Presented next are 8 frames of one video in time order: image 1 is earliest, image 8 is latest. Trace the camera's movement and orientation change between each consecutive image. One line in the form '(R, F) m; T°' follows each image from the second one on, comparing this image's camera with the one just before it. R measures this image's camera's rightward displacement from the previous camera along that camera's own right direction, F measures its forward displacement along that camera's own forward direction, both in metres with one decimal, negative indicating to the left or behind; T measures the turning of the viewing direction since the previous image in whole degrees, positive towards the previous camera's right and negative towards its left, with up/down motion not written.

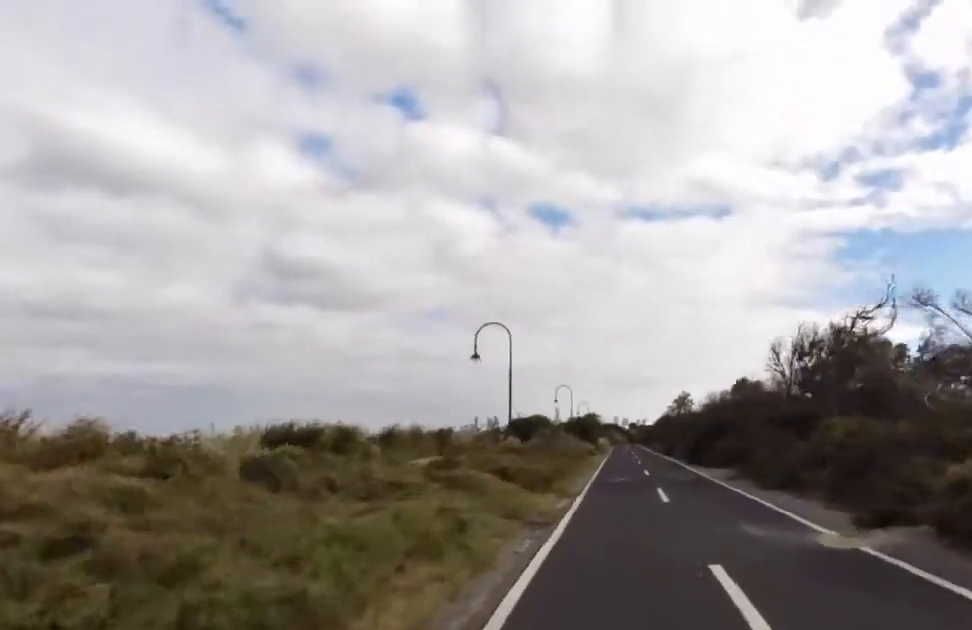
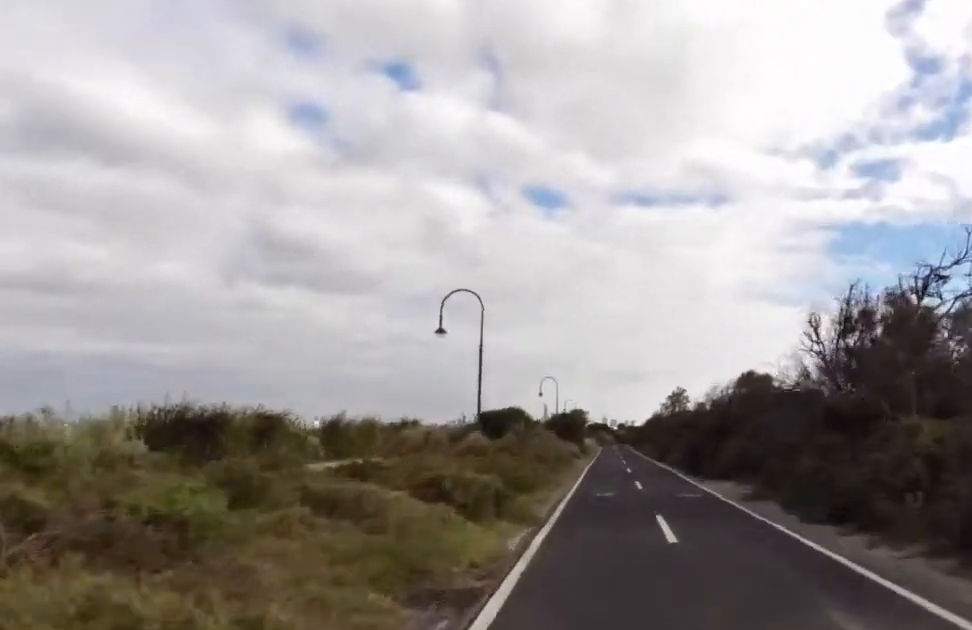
(+0.1, +4.0) m; -3°
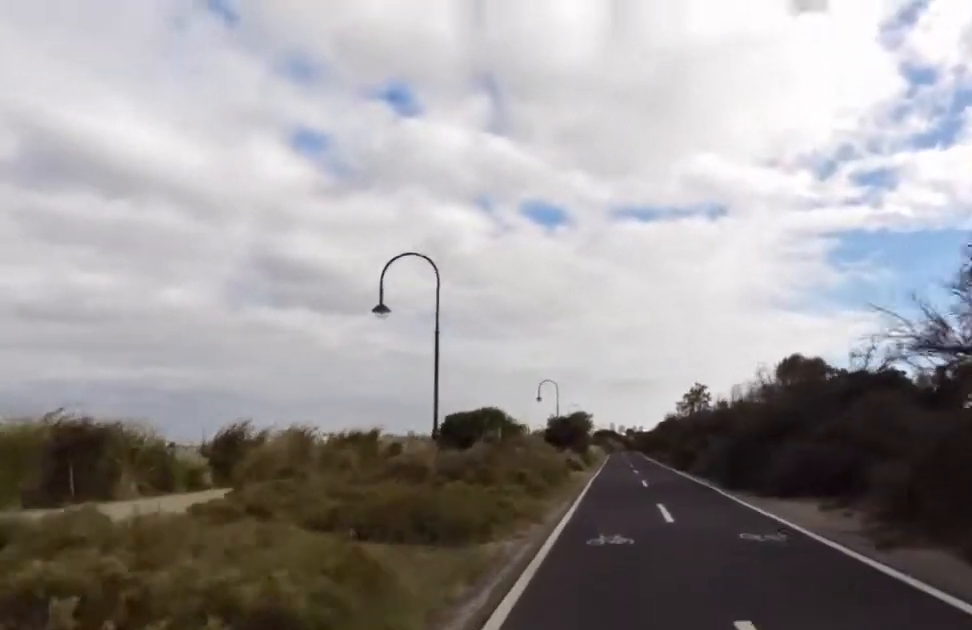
(-0.3, +6.4) m; -1°
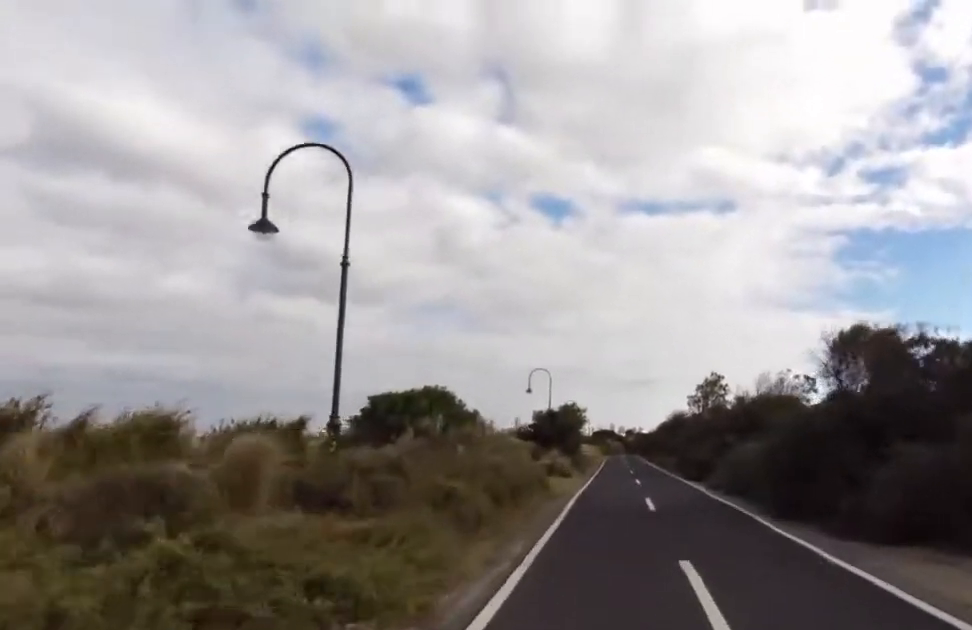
(-0.4, +5.9) m; +1°
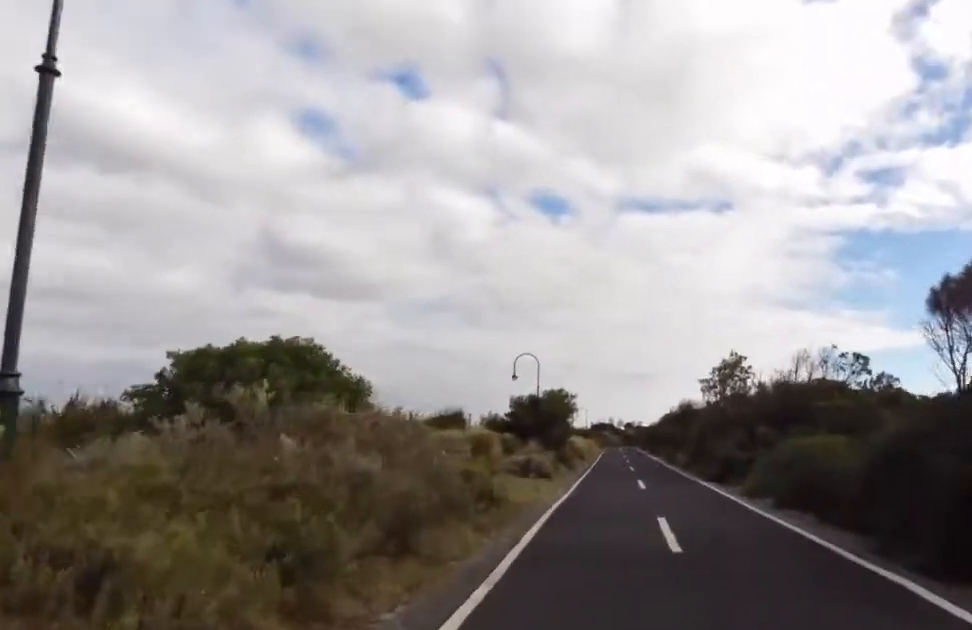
(+0.6, +6.0) m; +4°
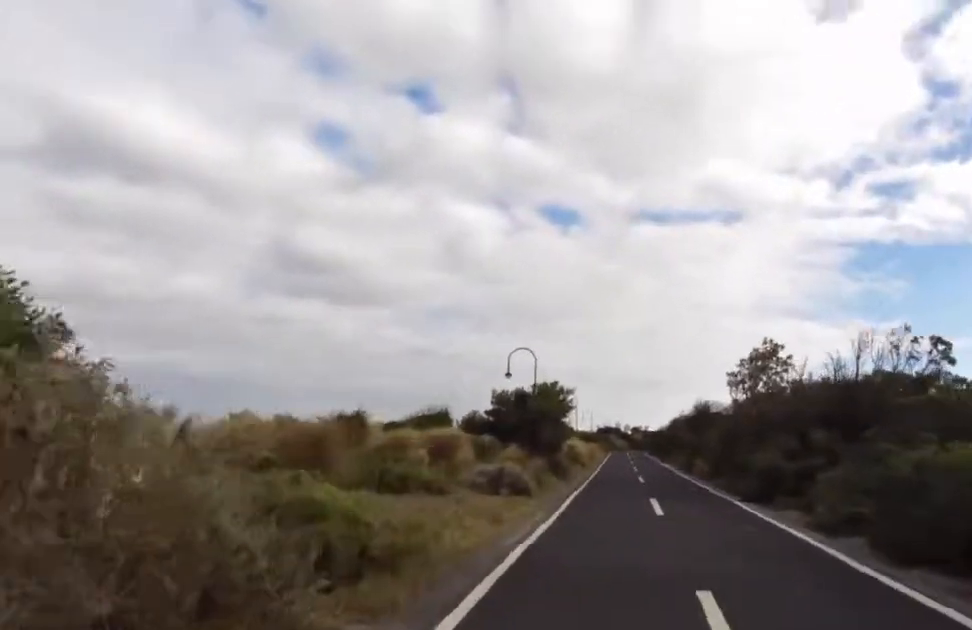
(+0.1, +4.8) m; -1°
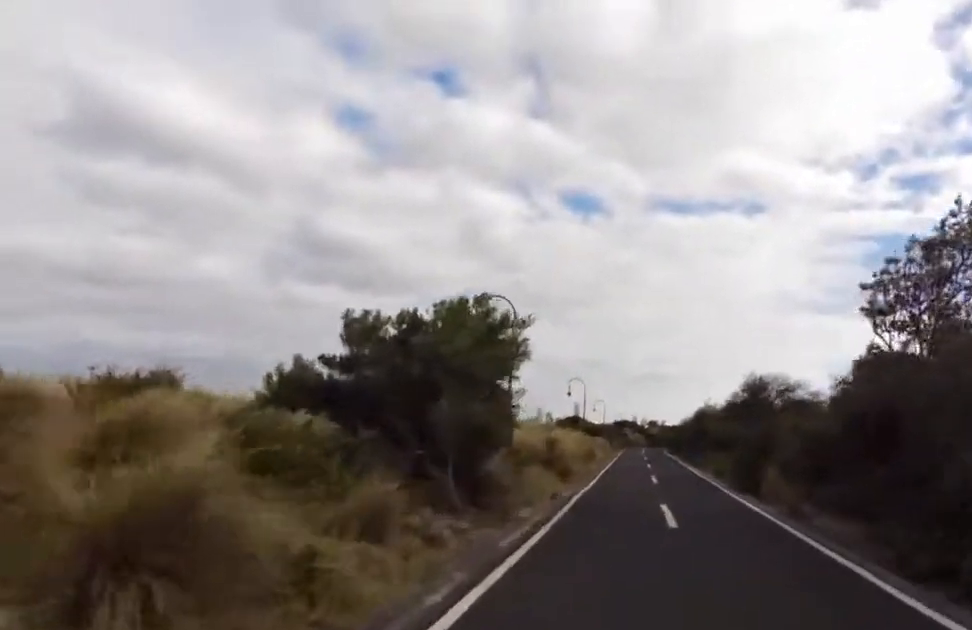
(-0.9, +11.2) m; -5°
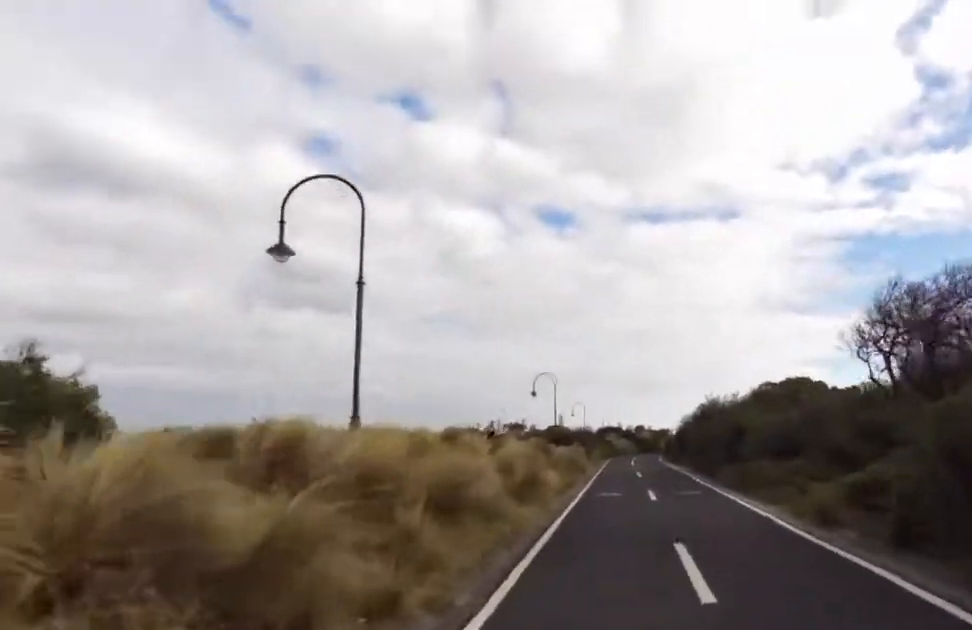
(+0.7, +13.2) m; +7°
